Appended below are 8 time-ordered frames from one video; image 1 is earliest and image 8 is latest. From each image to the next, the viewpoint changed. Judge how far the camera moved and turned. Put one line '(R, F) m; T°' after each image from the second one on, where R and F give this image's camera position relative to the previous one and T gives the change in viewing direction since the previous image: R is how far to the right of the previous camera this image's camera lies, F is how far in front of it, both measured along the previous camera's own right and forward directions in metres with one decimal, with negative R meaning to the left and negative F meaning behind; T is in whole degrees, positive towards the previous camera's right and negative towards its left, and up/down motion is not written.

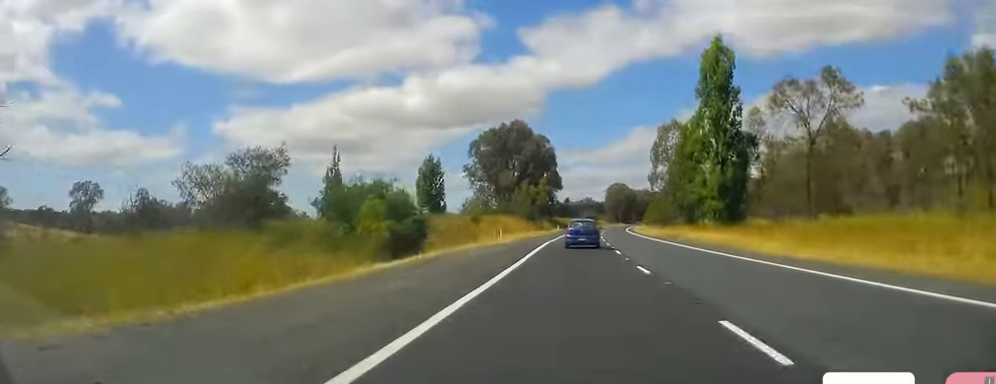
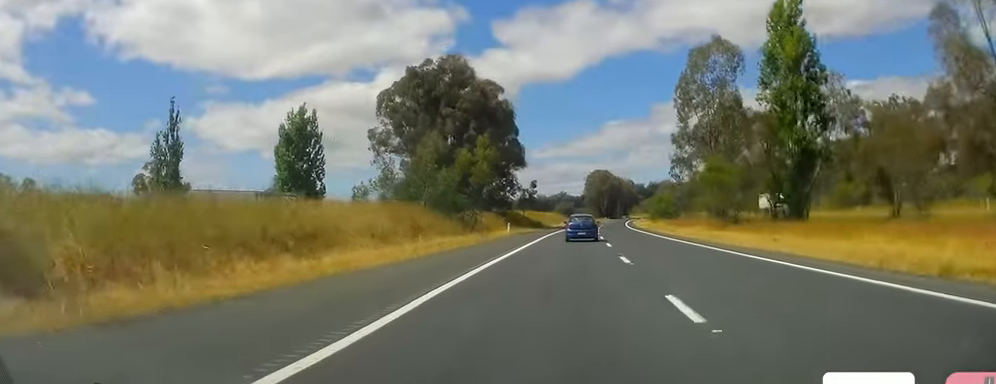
(+0.4, +56.8) m; +1°
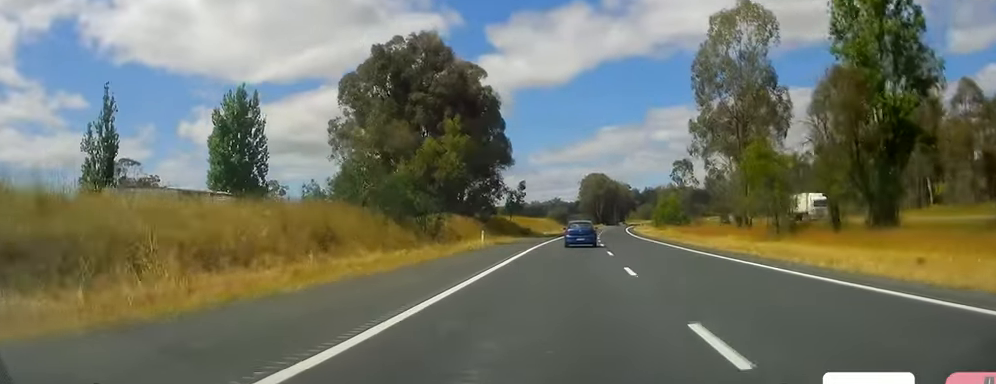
(-0.2, +14.4) m; +1°
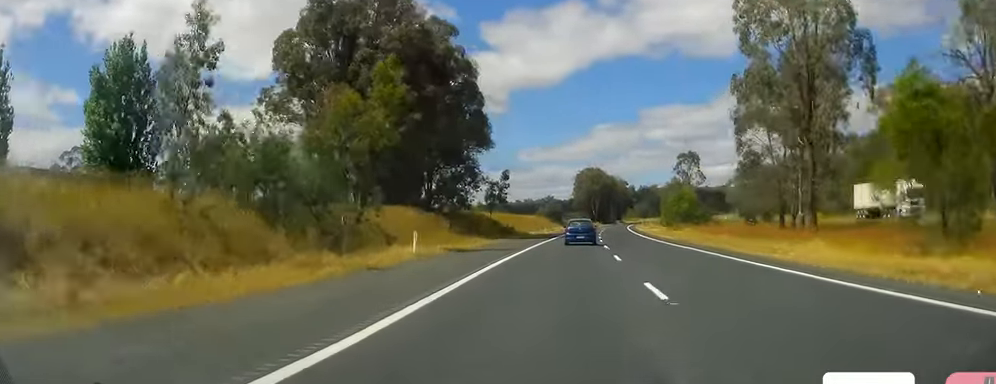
(+0.6, +18.3) m; +1°
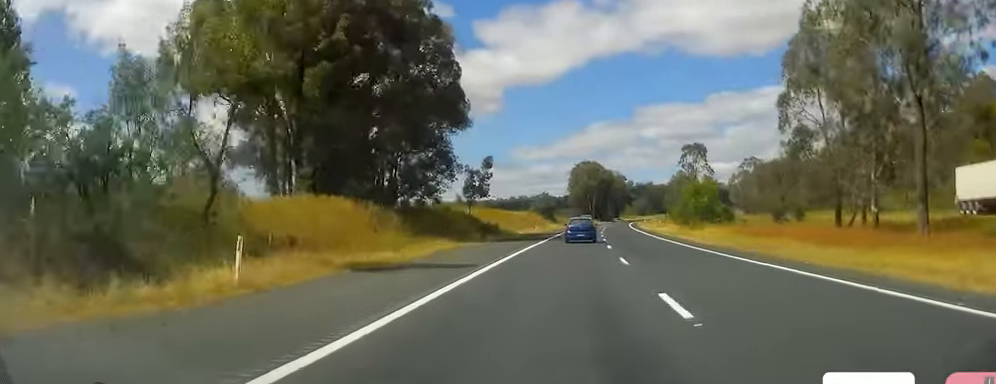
(+0.2, +14.4) m; +1°
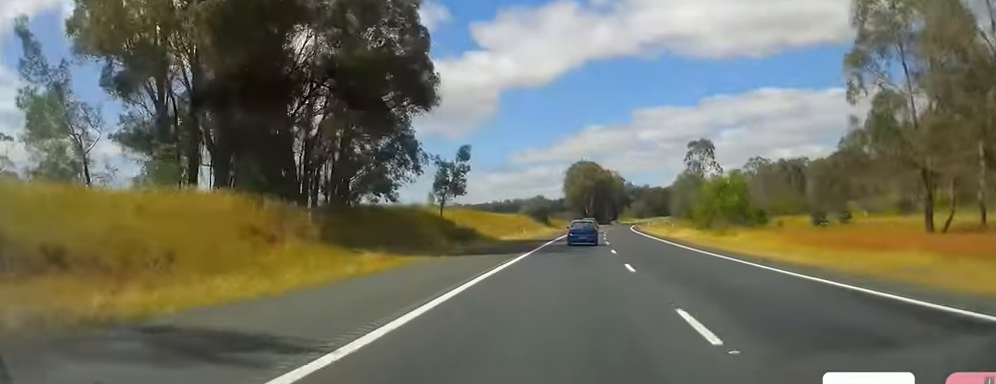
(0.0, +13.4) m; 0°
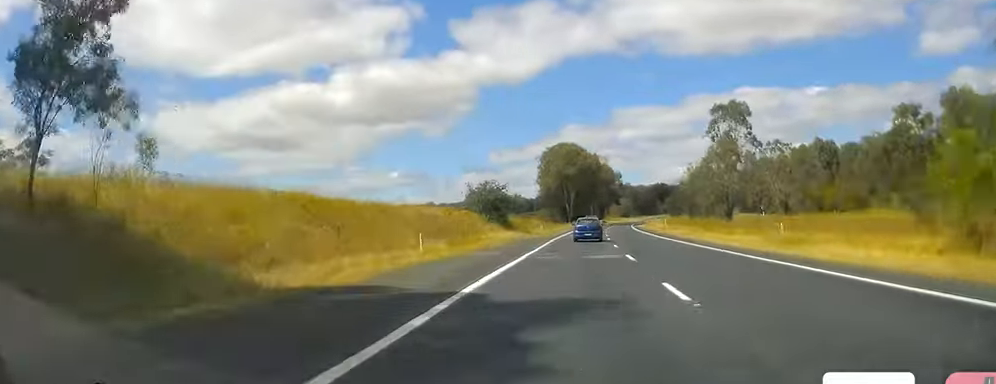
(+0.2, +44.1) m; +2°
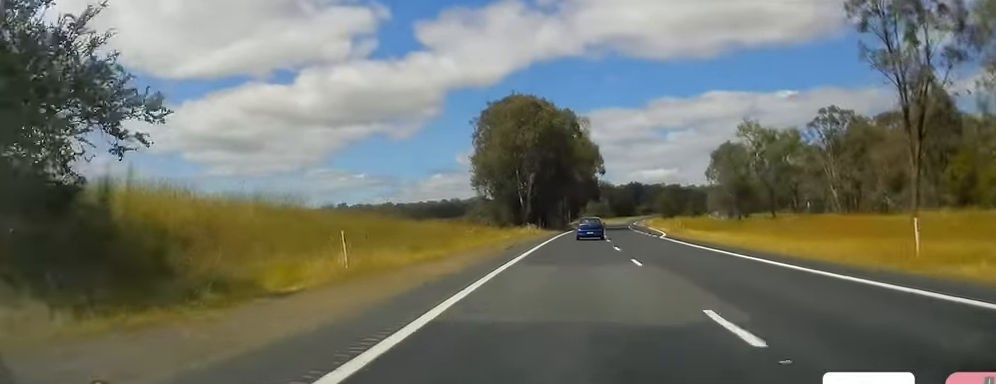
(+1.3, +63.5) m; +2°
